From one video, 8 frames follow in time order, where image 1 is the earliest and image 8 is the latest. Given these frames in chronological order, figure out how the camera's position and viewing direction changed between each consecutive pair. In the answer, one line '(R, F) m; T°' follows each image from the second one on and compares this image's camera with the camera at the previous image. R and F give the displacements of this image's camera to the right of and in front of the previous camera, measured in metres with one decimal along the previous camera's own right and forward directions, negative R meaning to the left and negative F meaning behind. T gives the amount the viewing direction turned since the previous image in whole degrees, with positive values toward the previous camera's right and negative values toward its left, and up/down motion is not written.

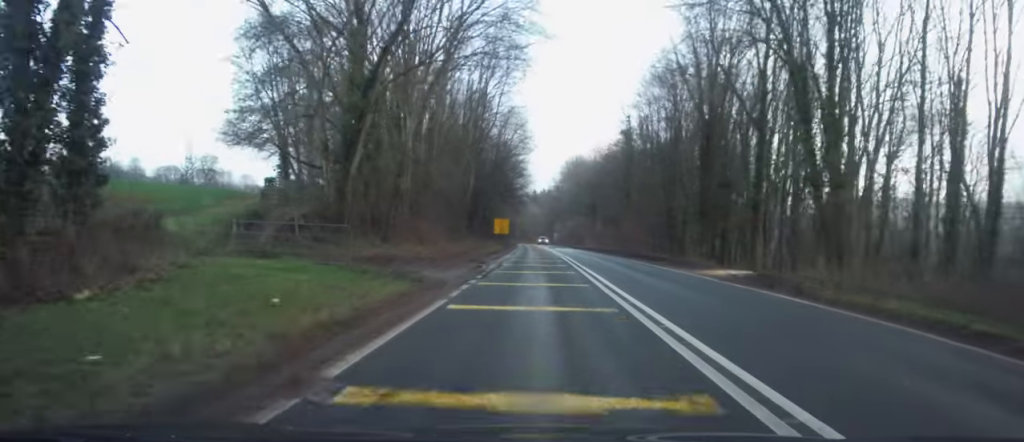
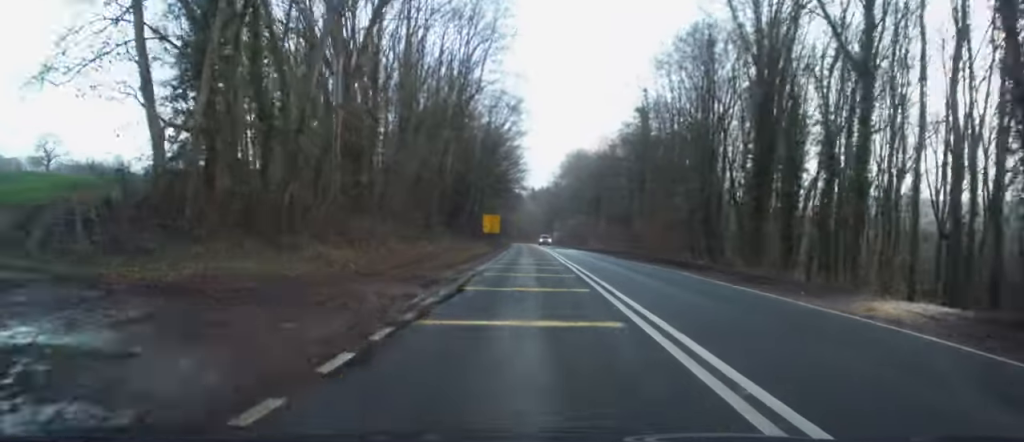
(0.0, +13.4) m; 0°
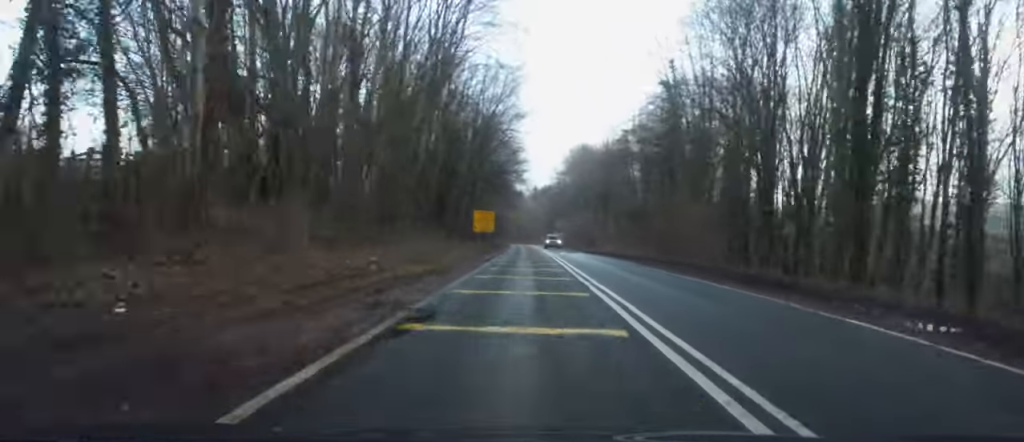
(0.0, +11.4) m; 0°
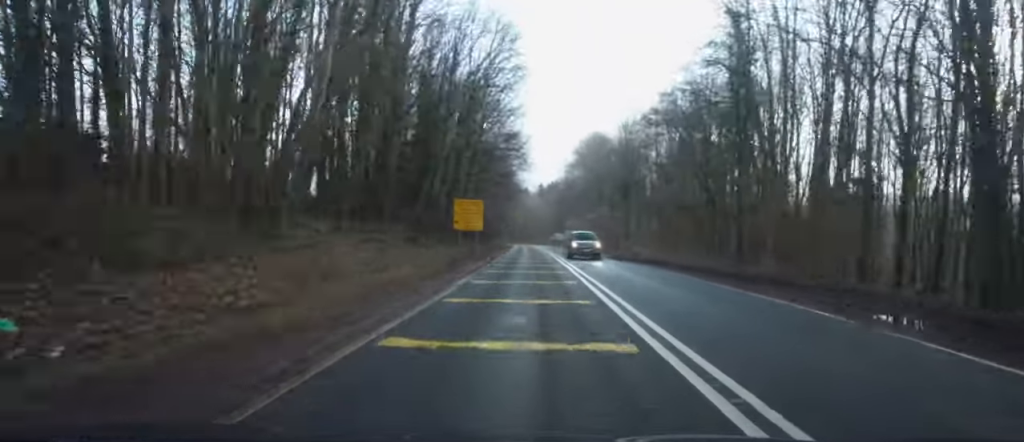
(0.0, +16.8) m; -1°
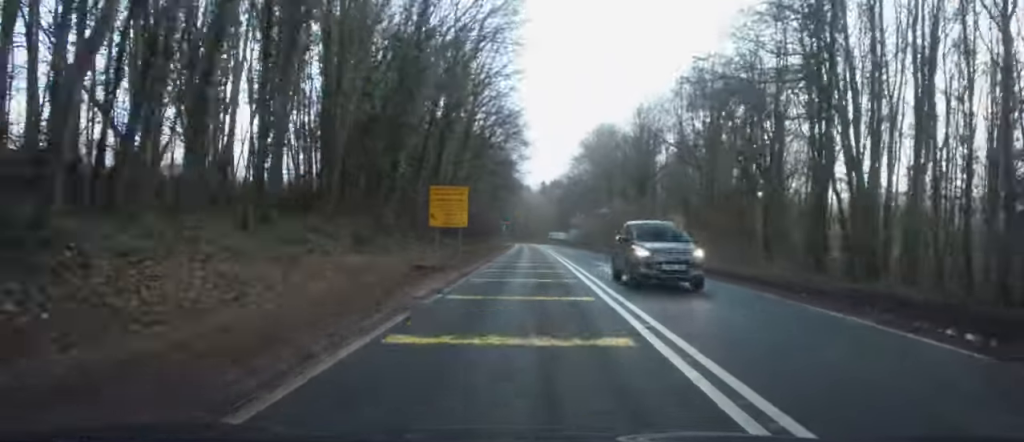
(-0.2, +9.8) m; -1°
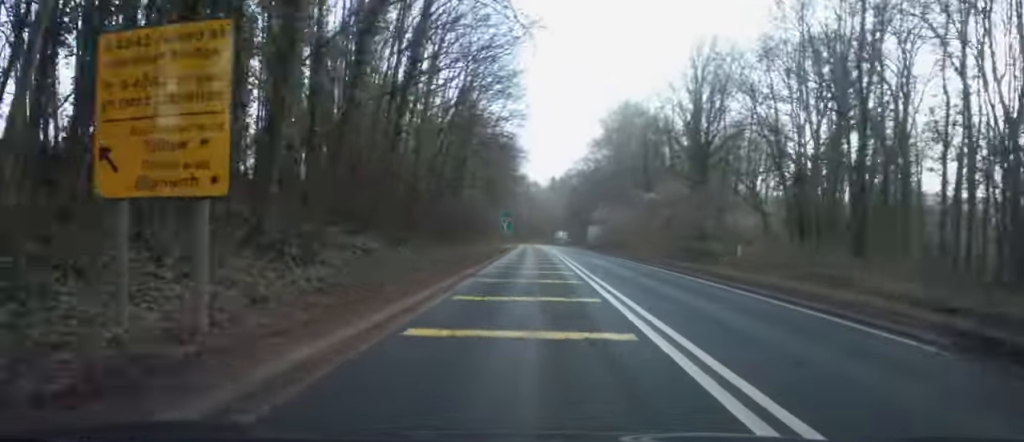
(-0.1, +24.4) m; 0°
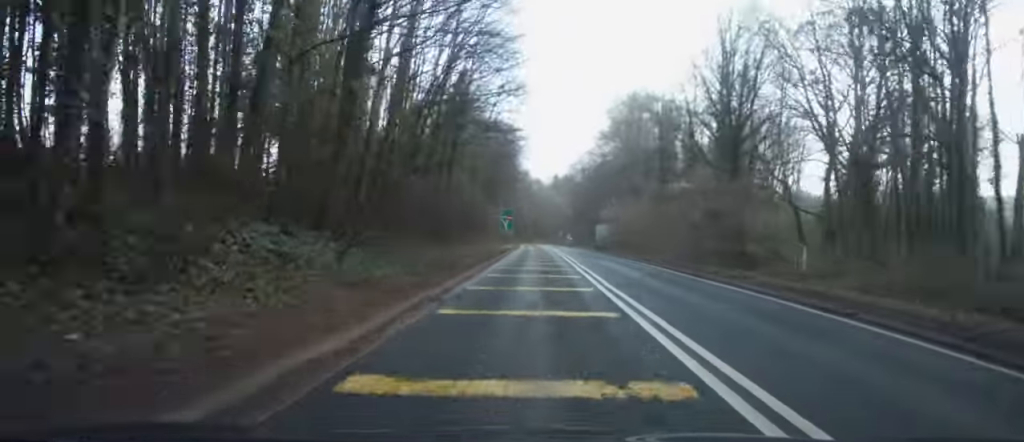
(0.0, +7.3) m; 0°
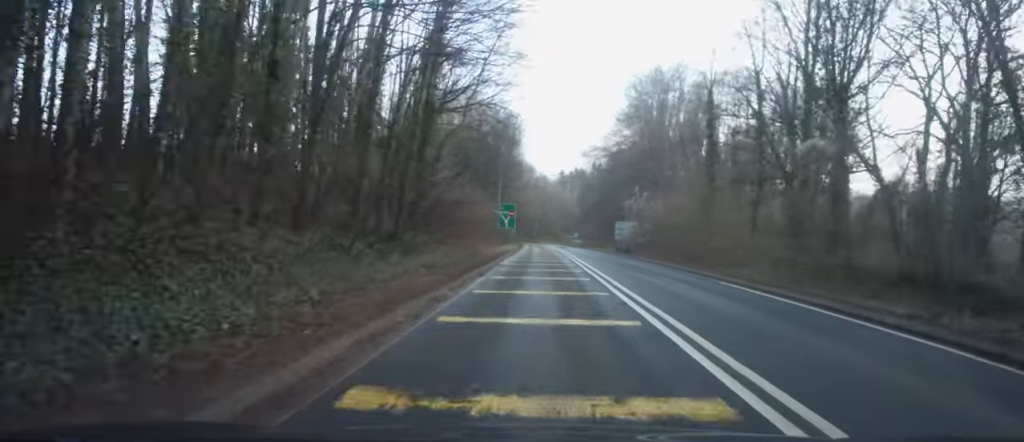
(0.0, +15.1) m; +1°
